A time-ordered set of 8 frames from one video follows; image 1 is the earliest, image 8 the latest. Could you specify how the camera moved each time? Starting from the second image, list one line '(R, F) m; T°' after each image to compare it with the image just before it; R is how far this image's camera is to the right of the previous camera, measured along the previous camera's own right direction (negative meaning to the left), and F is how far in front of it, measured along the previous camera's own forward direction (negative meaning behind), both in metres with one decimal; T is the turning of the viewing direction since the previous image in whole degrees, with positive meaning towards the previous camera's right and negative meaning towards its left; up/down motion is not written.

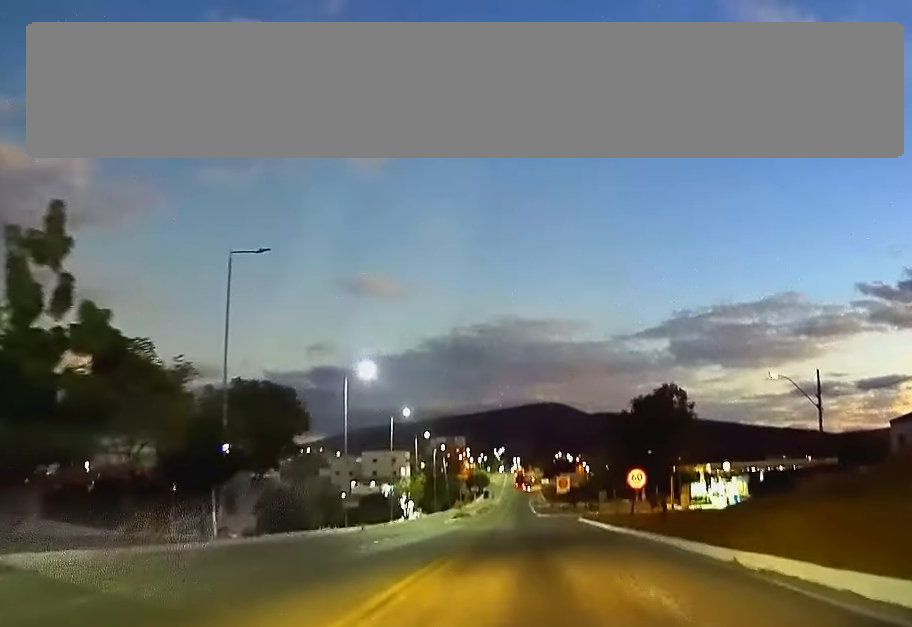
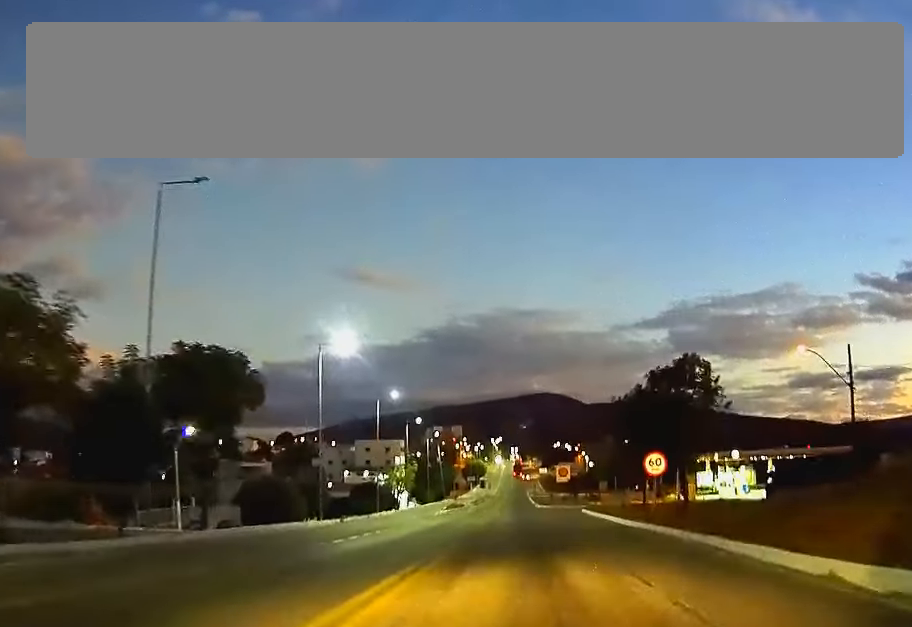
(0.0, +6.4) m; 0°
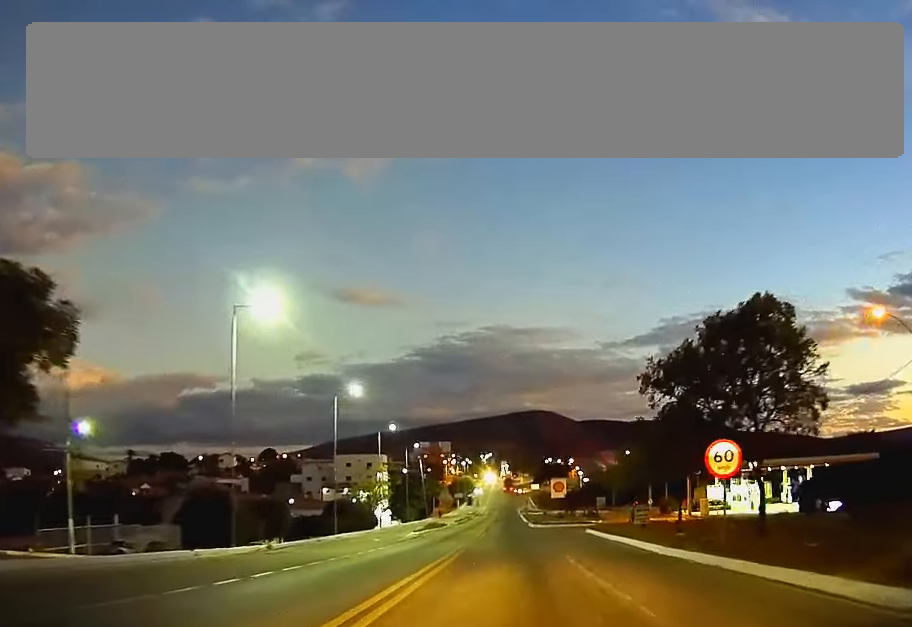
(+0.1, +13.5) m; +1°
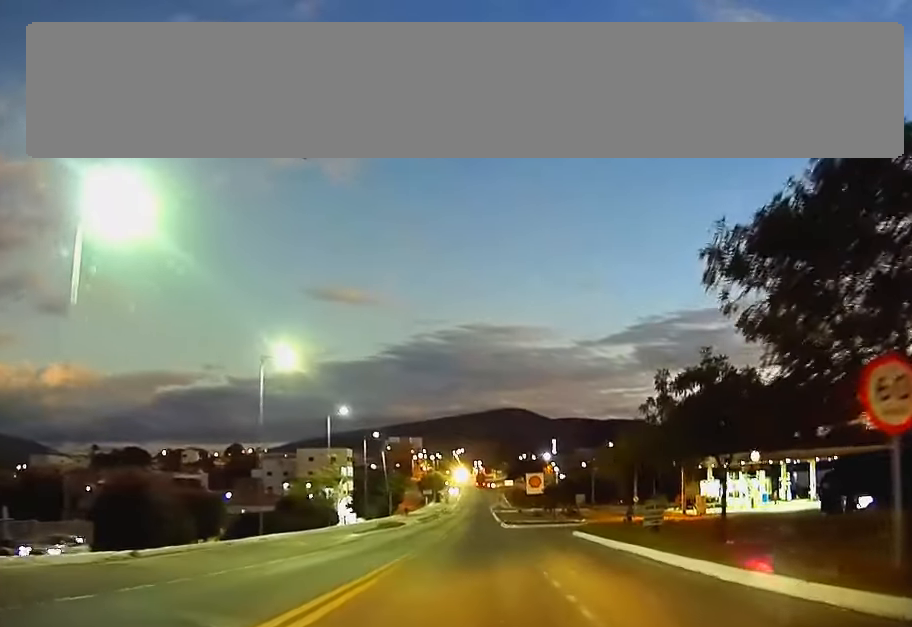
(0.0, +11.9) m; +1°
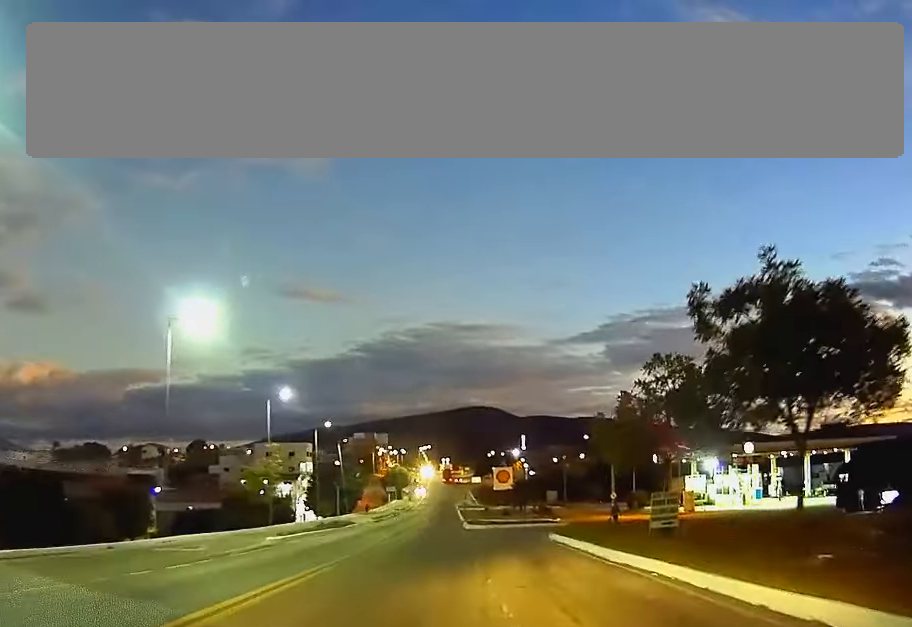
(+0.2, +9.5) m; +1°
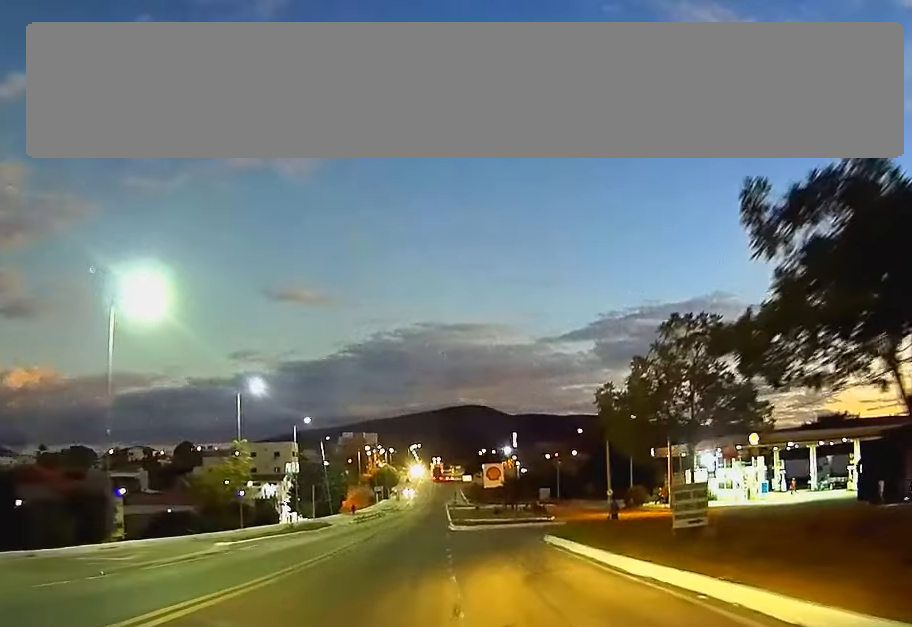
(0.0, +5.1) m; 0°
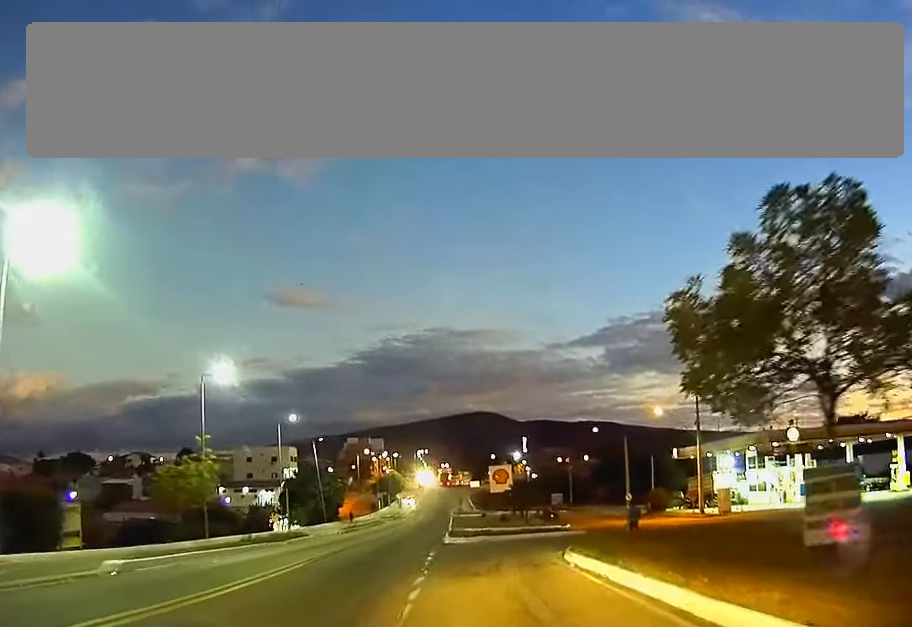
(0.0, +9.2) m; 0°
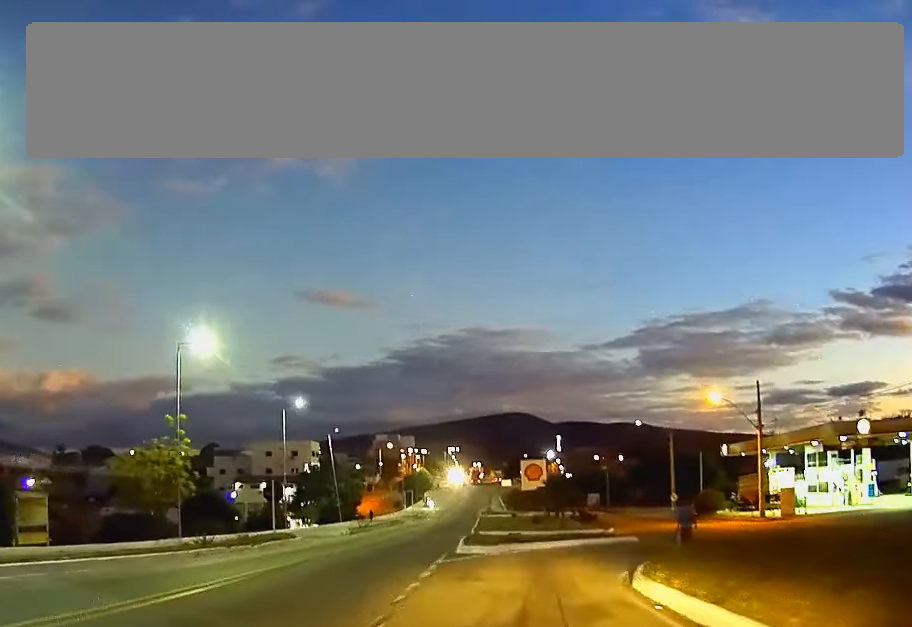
(0.0, +9.4) m; 0°
